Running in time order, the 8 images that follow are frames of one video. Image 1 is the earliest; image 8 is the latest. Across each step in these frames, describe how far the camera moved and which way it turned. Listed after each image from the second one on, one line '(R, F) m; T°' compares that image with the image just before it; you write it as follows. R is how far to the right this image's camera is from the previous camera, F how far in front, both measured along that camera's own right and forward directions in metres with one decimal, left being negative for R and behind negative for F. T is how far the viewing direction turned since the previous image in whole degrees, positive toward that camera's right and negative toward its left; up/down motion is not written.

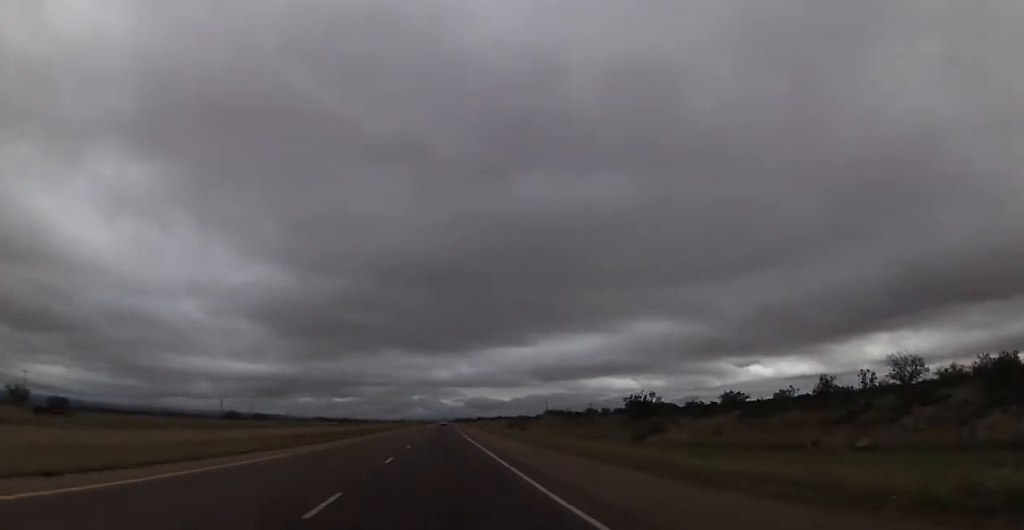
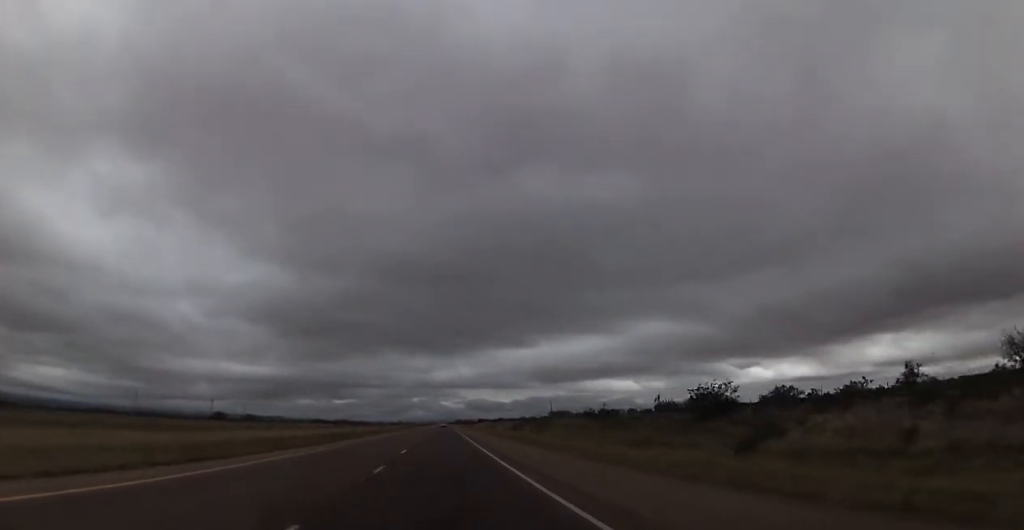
(0.0, +15.9) m; 0°
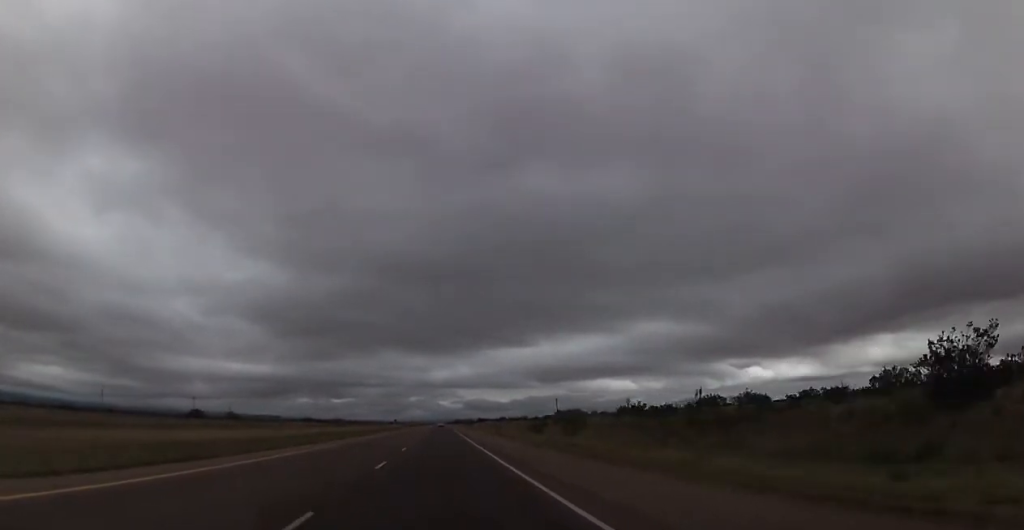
(0.0, +23.2) m; 0°
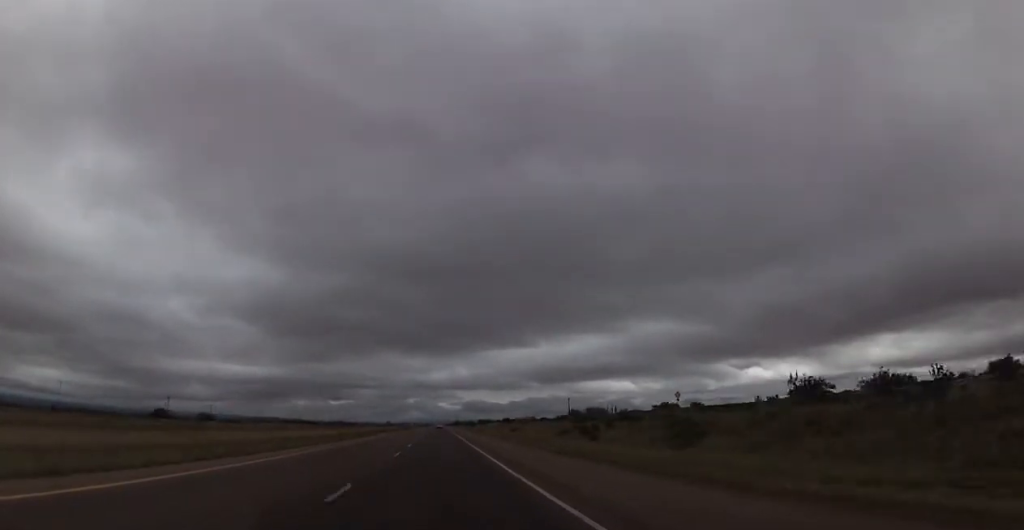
(-0.2, +31.8) m; 0°
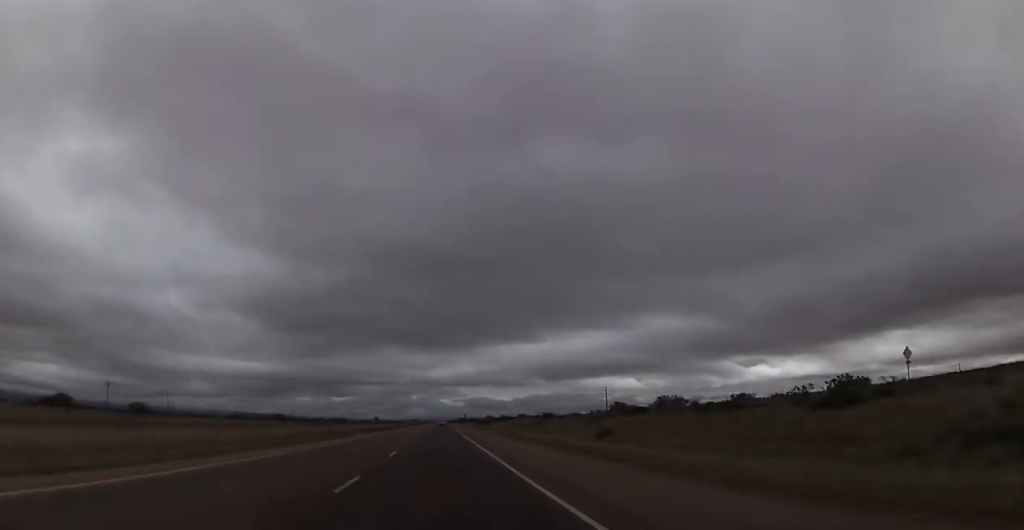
(+0.2, +59.8) m; +1°
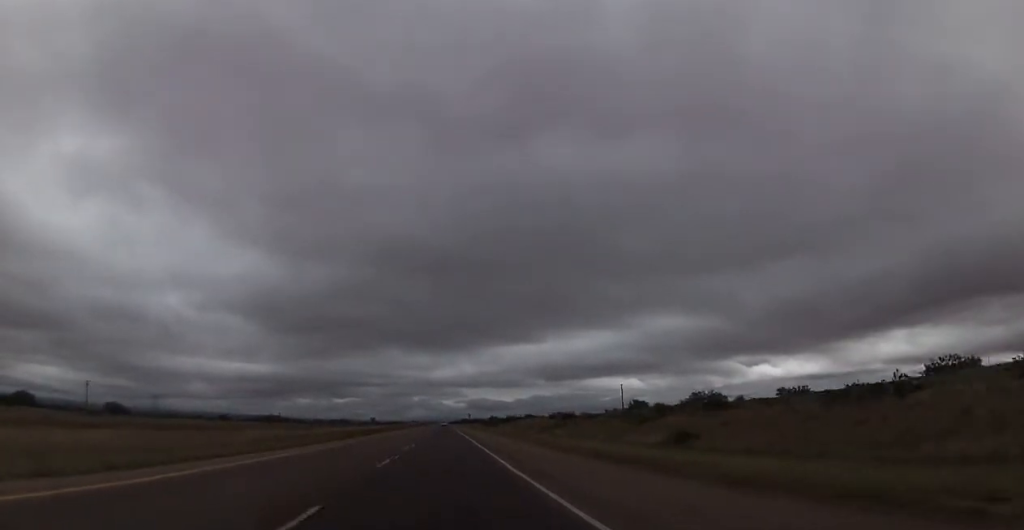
(0.0, +17.1) m; 0°
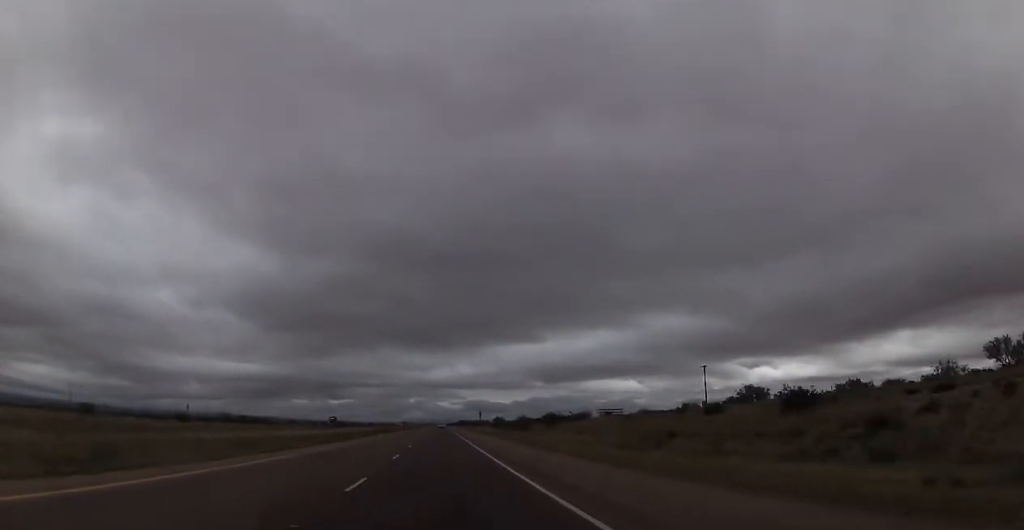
(+0.1, +67.2) m; 0°
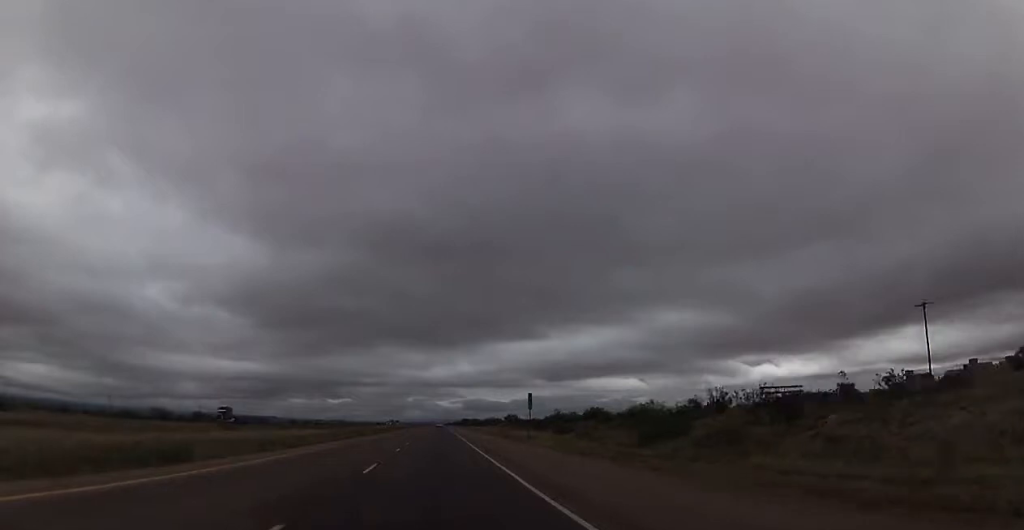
(0.0, +68.5) m; 0°
